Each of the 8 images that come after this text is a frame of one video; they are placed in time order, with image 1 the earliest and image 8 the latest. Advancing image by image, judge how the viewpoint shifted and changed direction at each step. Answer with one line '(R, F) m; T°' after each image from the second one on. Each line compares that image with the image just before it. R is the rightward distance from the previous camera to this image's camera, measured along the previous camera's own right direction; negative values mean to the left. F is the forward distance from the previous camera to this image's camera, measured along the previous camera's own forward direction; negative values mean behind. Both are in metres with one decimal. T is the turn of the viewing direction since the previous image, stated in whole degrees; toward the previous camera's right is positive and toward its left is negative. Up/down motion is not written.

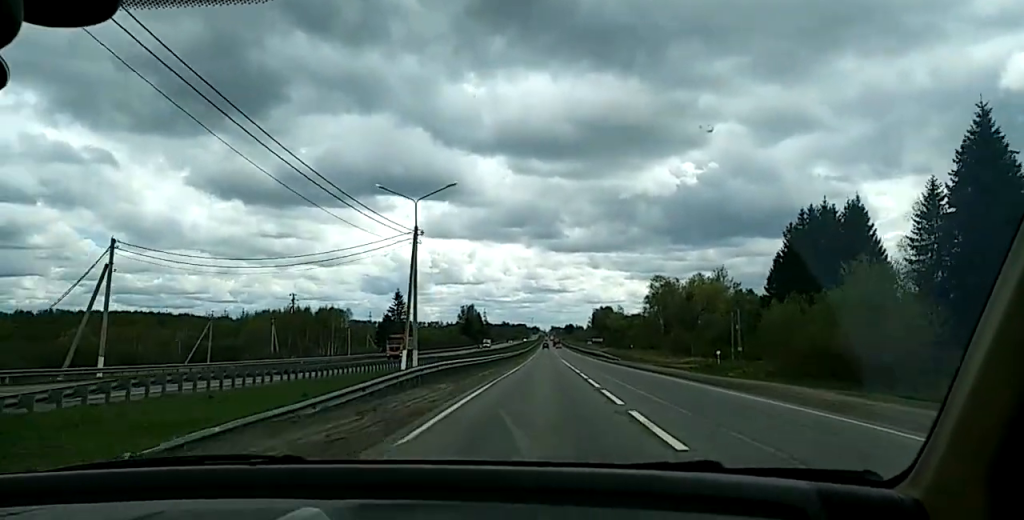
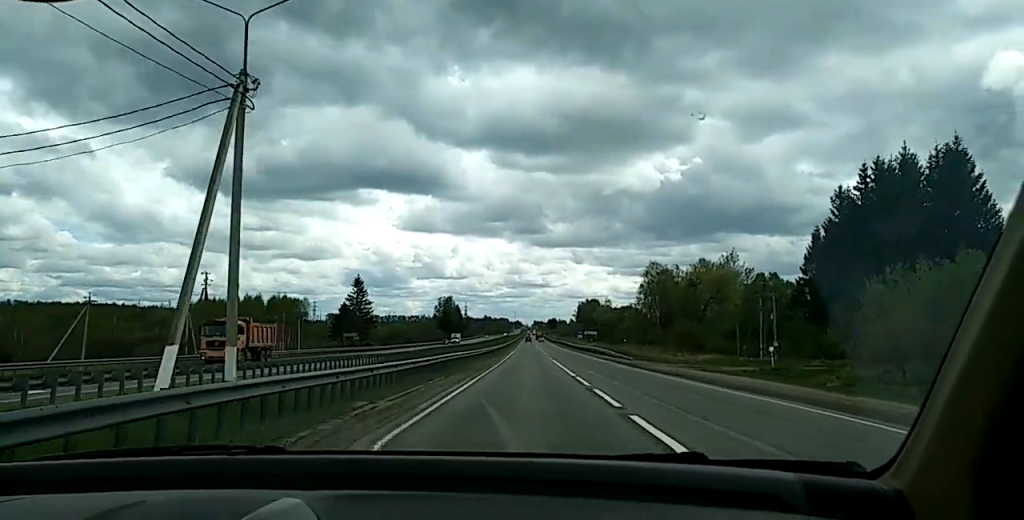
(-0.1, +25.2) m; 0°
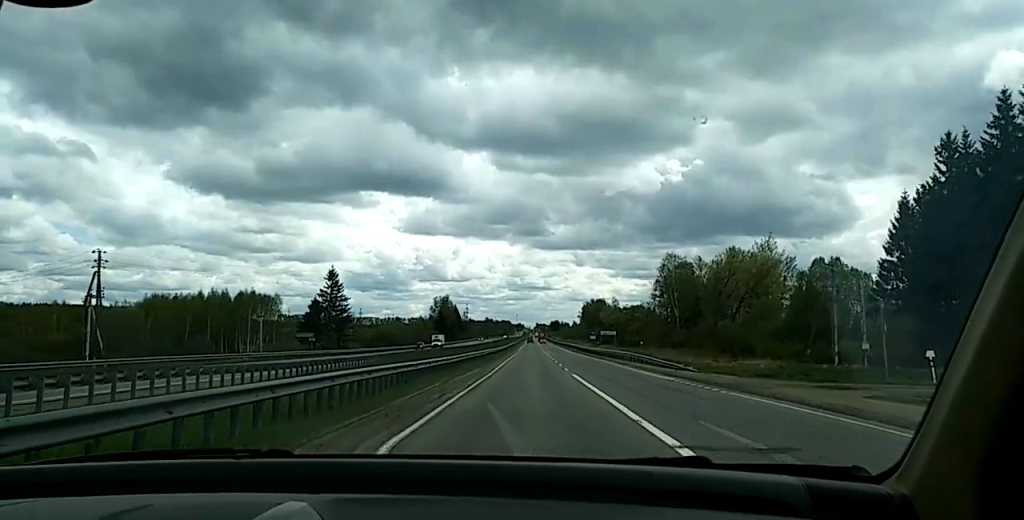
(+0.3, +24.4) m; +1°
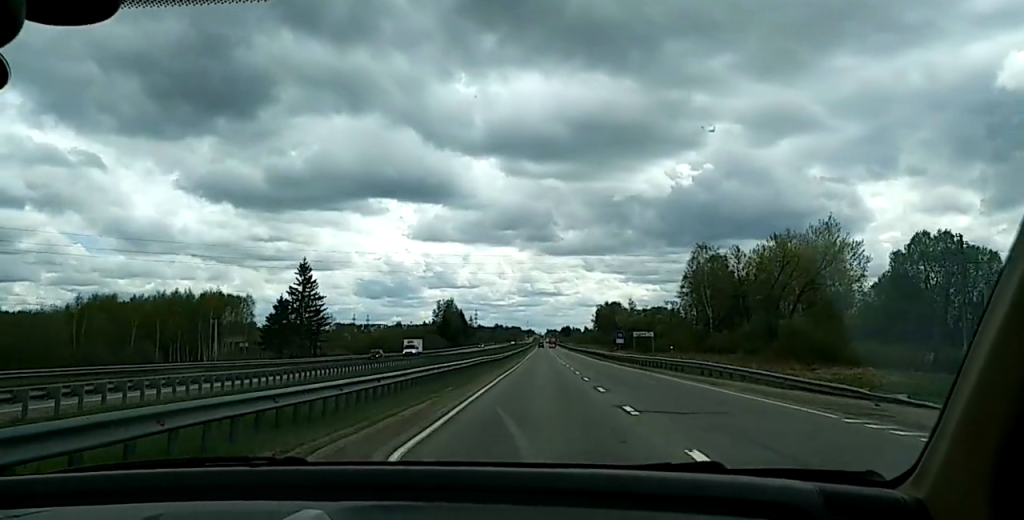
(0.0, +25.8) m; 0°
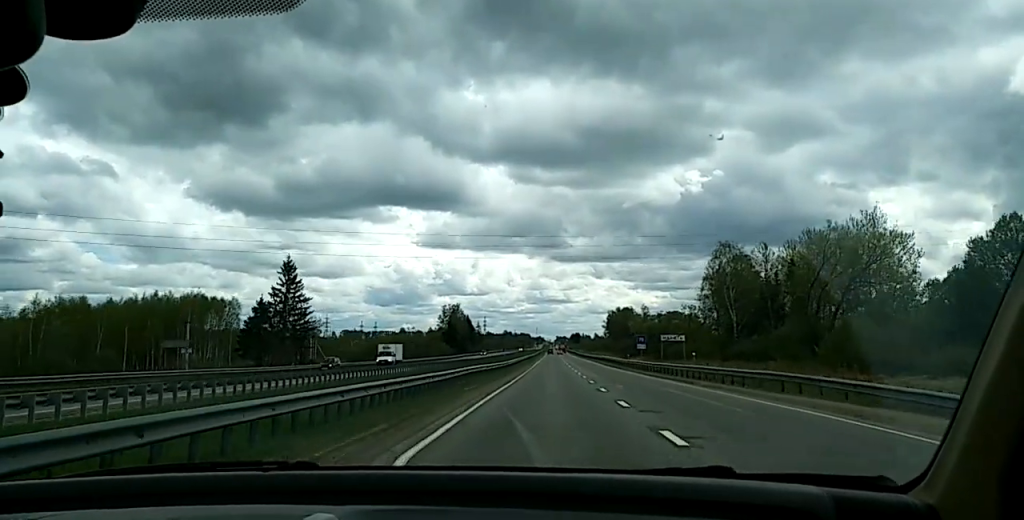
(0.0, +13.8) m; 0°
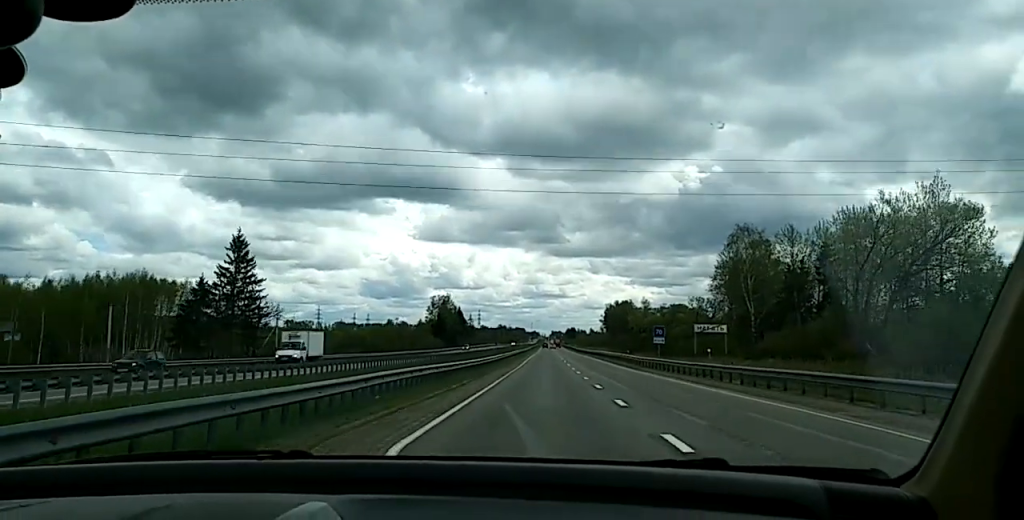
(-0.1, +21.2) m; 0°
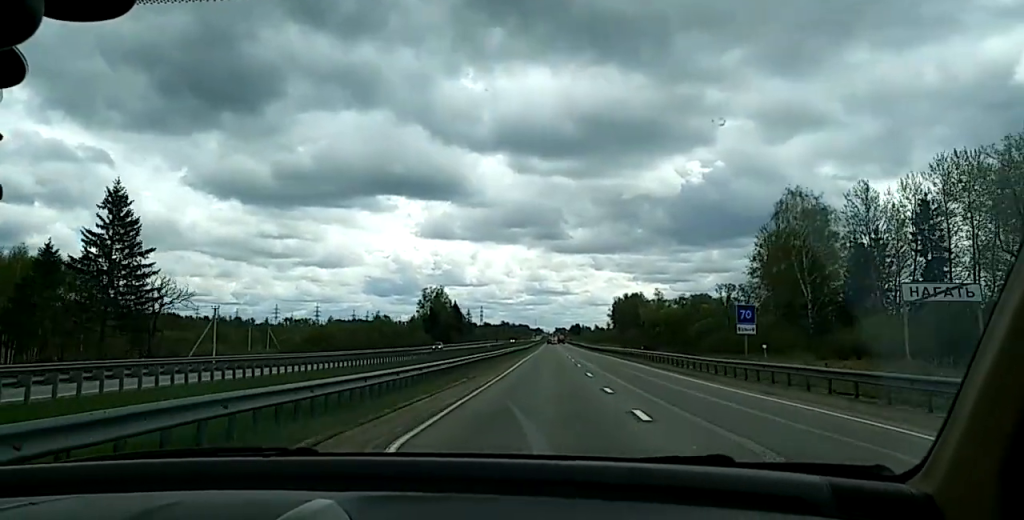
(-0.1, +36.3) m; 0°
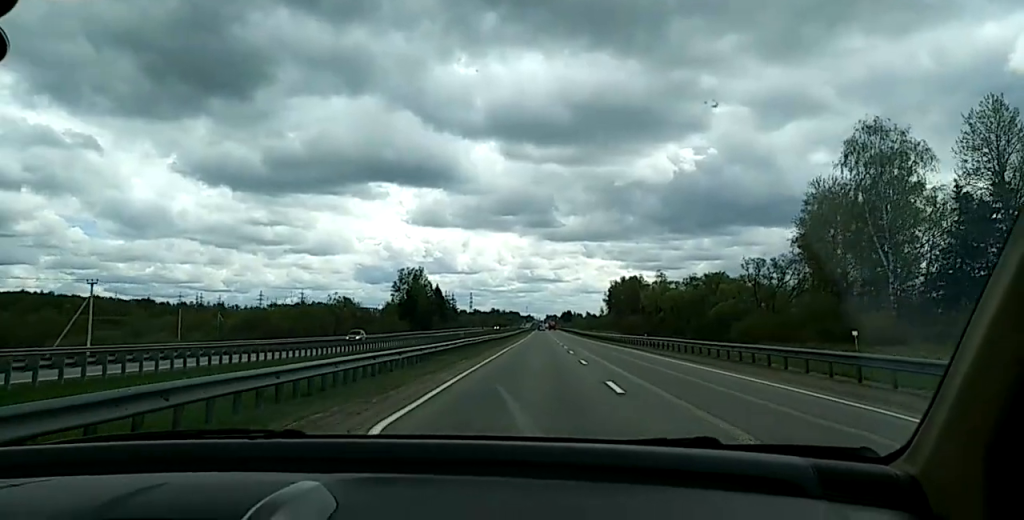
(+0.2, +37.2) m; +1°
